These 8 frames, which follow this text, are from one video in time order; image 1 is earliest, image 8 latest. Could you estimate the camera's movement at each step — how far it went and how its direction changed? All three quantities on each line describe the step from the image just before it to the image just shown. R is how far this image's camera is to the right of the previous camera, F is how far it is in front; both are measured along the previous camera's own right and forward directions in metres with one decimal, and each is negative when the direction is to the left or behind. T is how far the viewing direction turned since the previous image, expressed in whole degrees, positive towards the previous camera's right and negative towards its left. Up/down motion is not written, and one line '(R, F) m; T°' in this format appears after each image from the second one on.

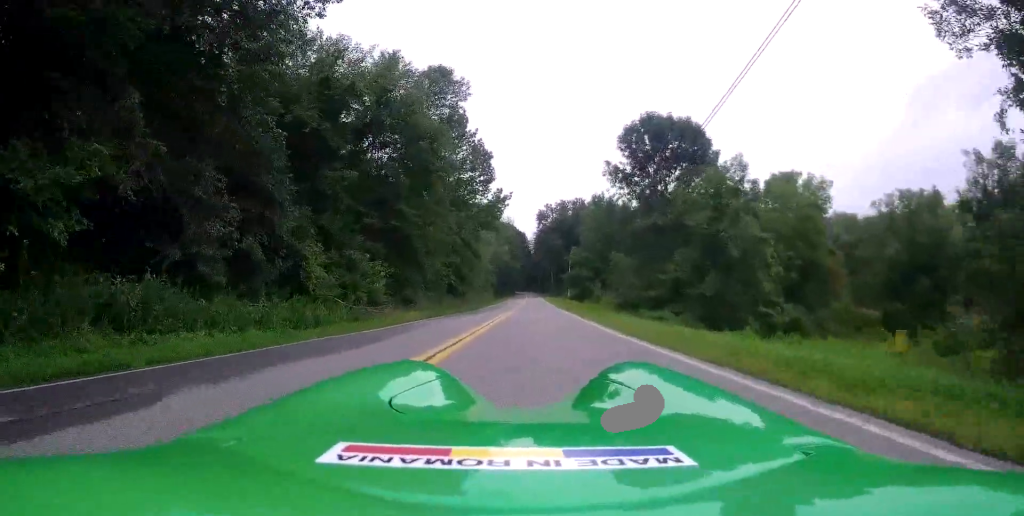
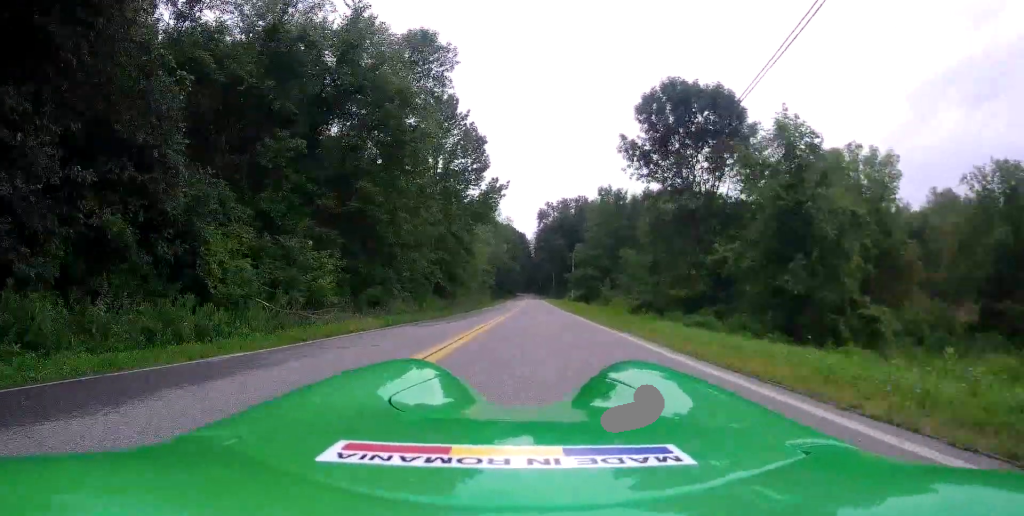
(0.0, +7.8) m; 0°
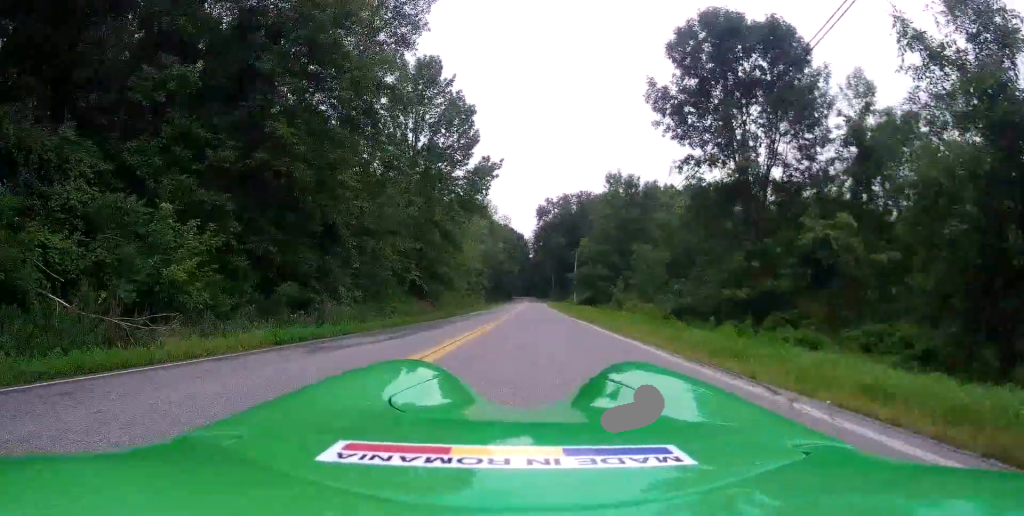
(0.0, +10.4) m; 0°
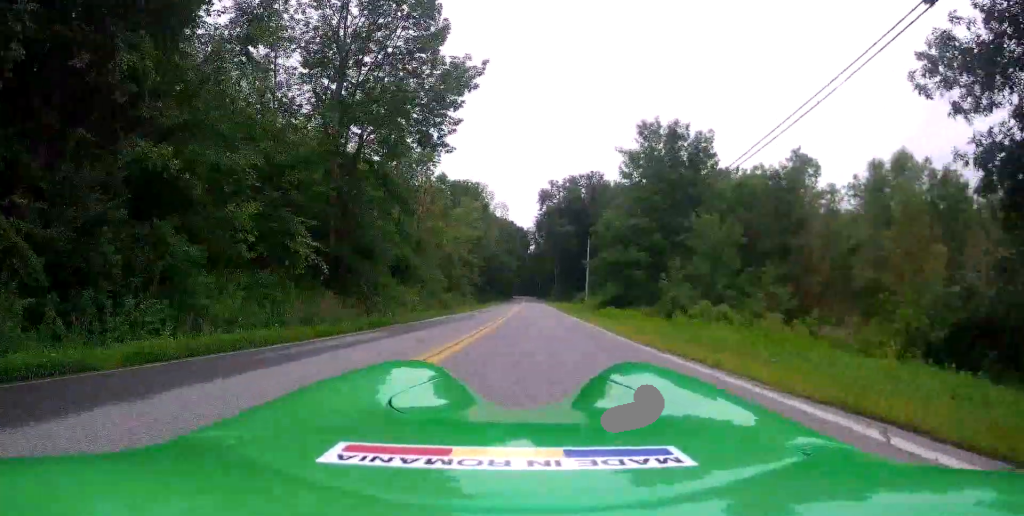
(0.0, +23.1) m; 0°
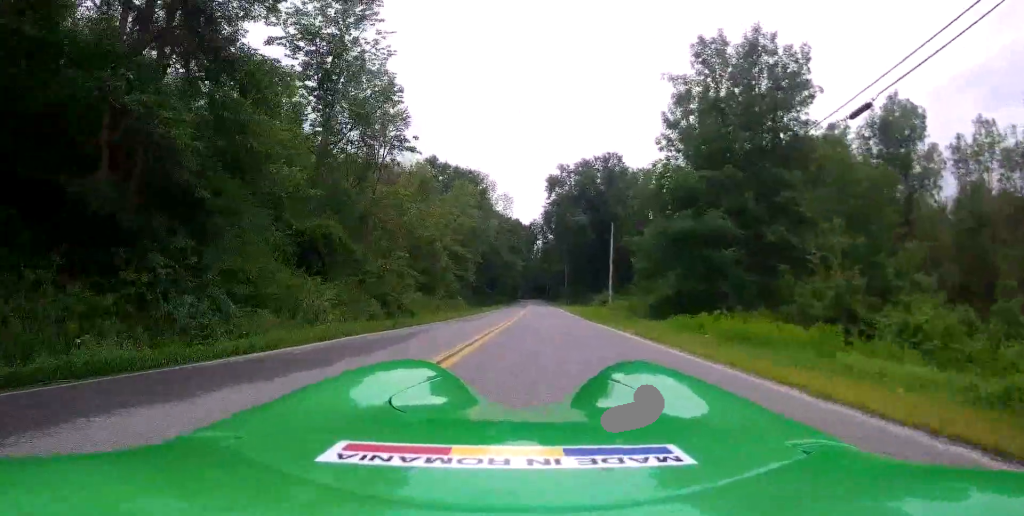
(0.0, +16.7) m; 0°
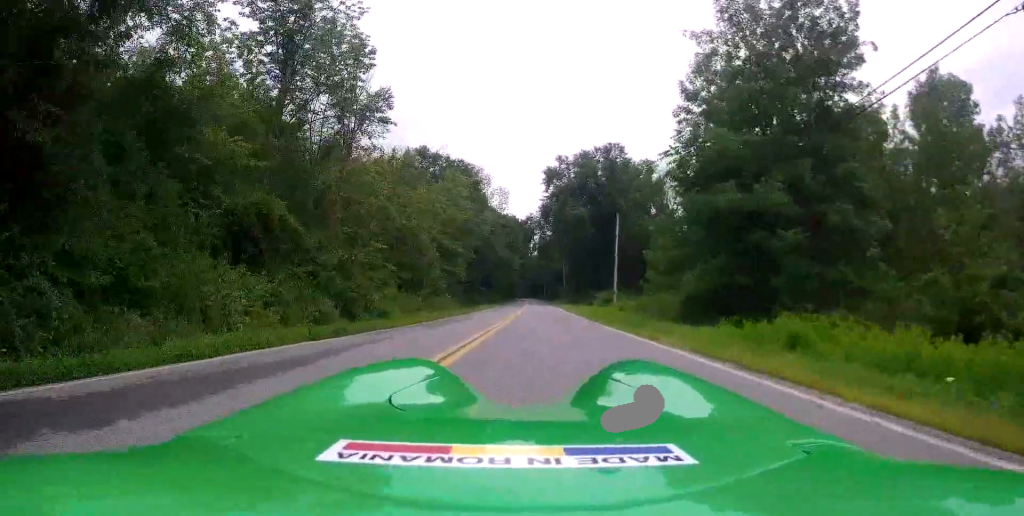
(0.0, +5.1) m; 0°
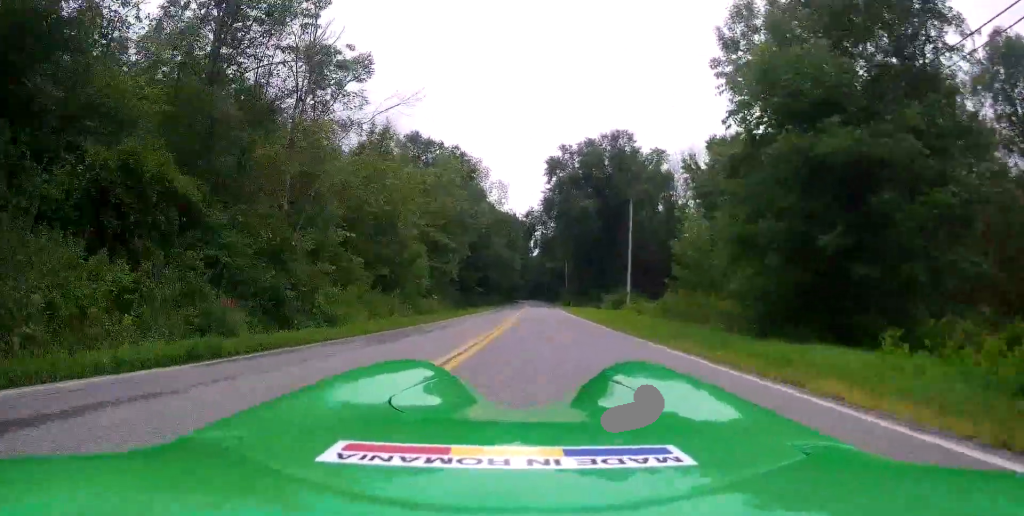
(0.0, +6.4) m; 0°
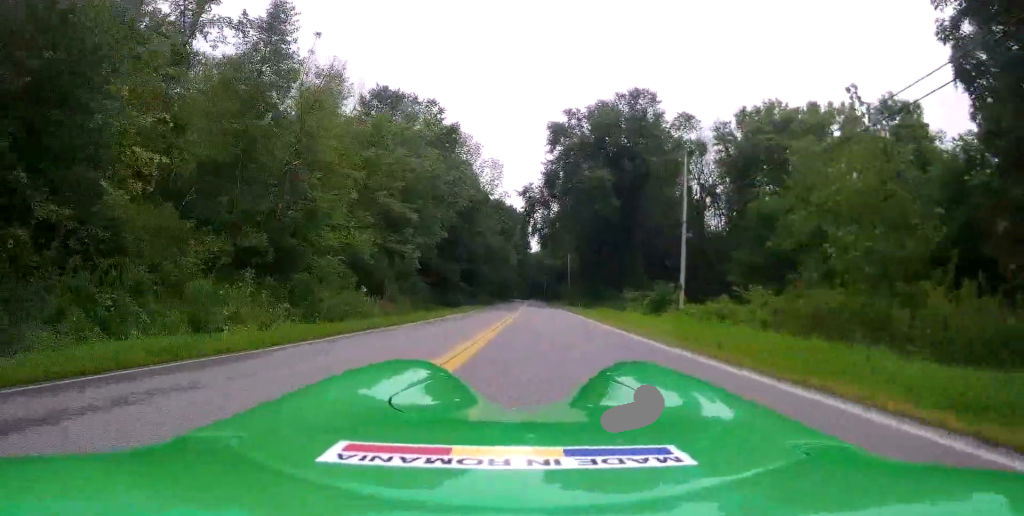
(0.0, +14.3) m; 0°
